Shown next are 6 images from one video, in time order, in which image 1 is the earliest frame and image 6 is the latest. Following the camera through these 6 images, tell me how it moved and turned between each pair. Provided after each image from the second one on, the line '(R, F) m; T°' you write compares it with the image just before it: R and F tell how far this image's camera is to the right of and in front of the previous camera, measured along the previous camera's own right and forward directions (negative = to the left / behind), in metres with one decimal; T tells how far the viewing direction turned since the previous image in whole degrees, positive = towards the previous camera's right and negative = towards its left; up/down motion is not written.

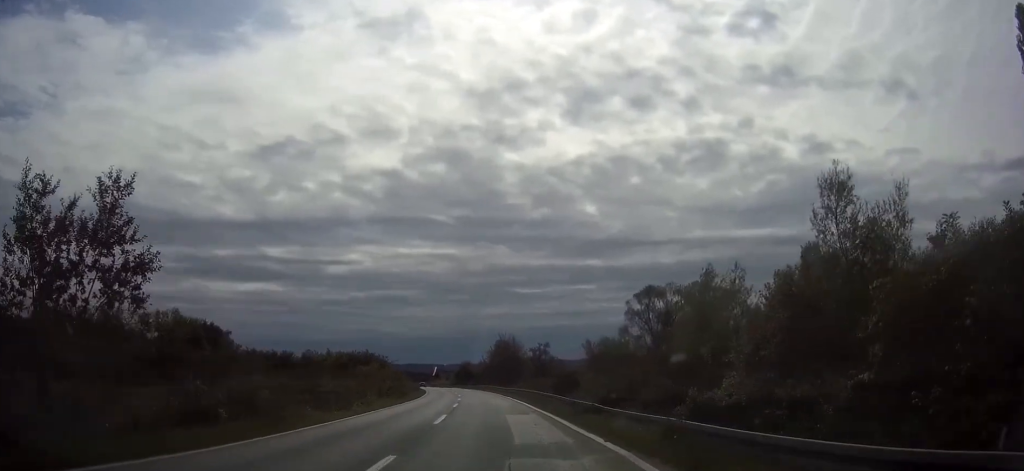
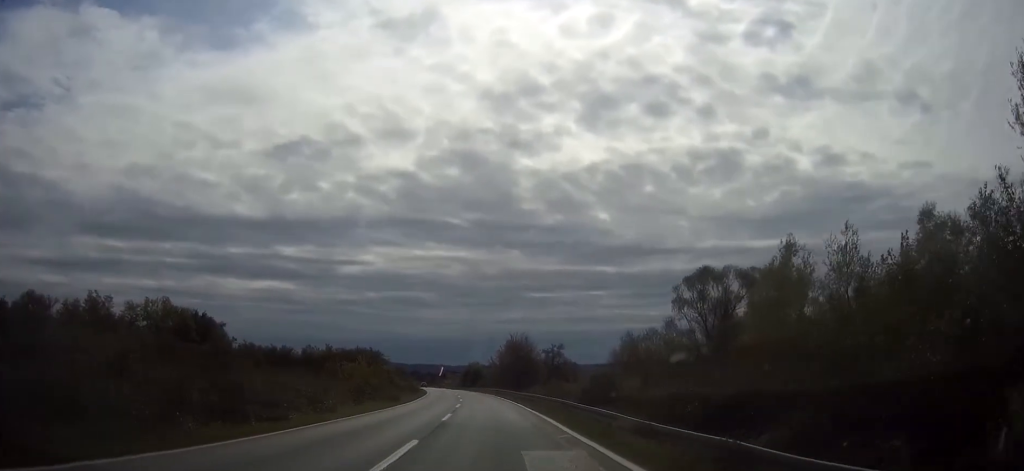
(0.0, +11.2) m; -1°
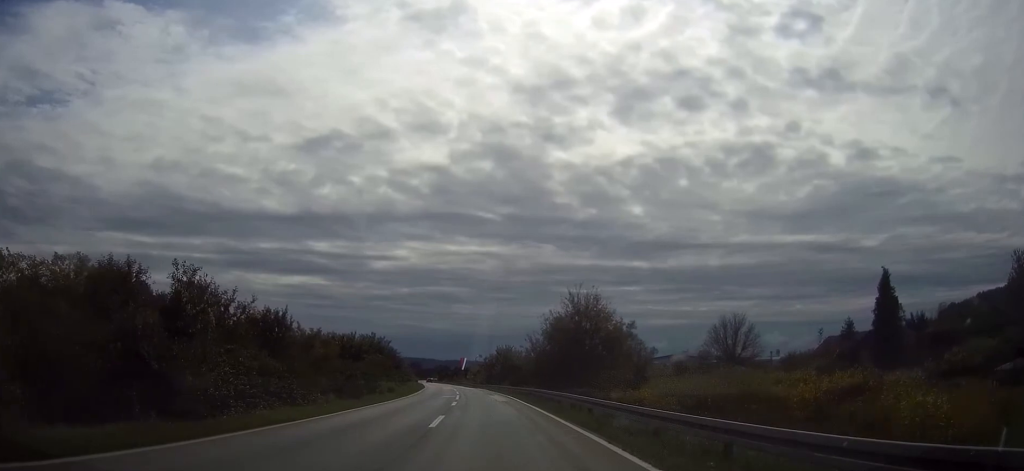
(-1.4, +50.3) m; -2°
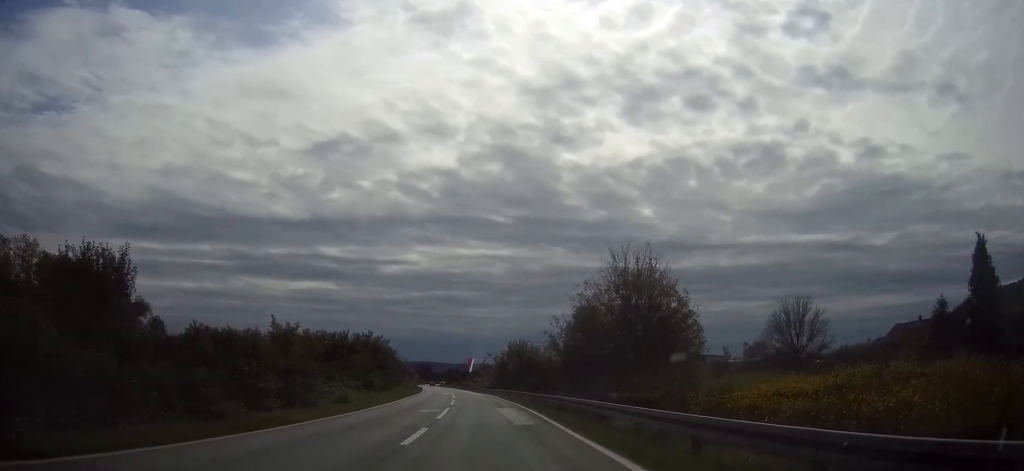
(0.0, +19.6) m; -1°
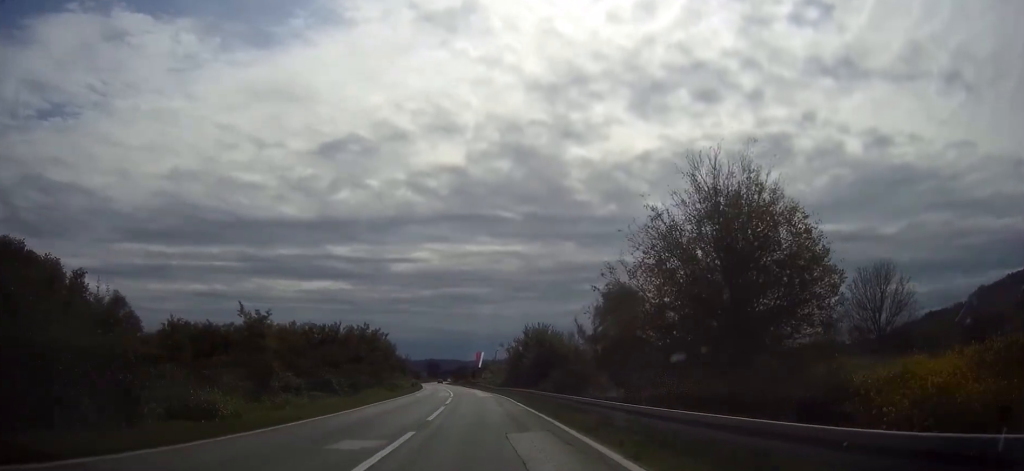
(-0.2, +17.0) m; -2°
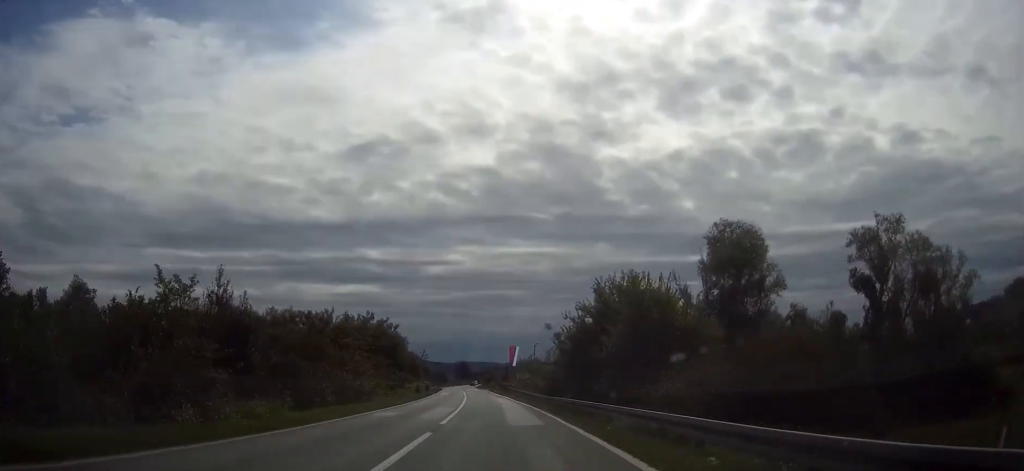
(-0.7, +29.7) m; -2°
